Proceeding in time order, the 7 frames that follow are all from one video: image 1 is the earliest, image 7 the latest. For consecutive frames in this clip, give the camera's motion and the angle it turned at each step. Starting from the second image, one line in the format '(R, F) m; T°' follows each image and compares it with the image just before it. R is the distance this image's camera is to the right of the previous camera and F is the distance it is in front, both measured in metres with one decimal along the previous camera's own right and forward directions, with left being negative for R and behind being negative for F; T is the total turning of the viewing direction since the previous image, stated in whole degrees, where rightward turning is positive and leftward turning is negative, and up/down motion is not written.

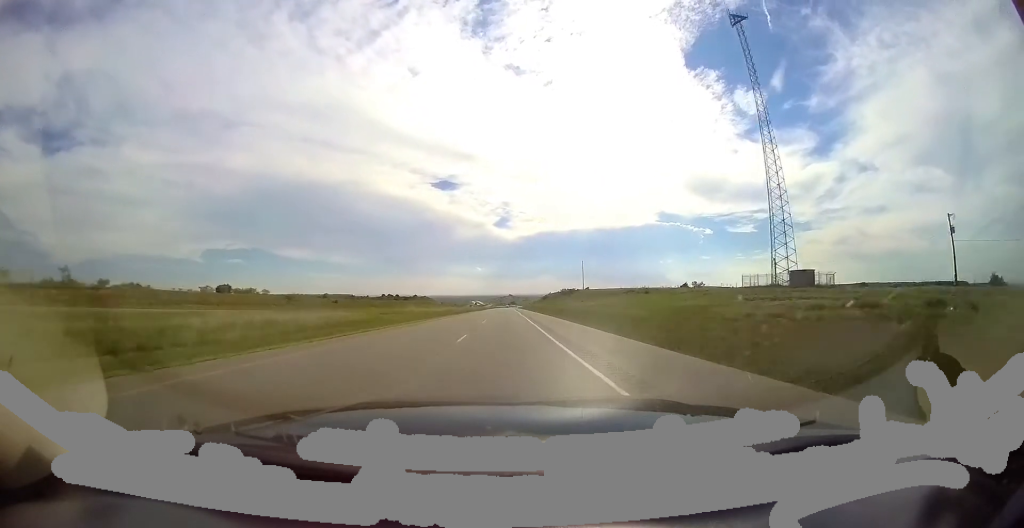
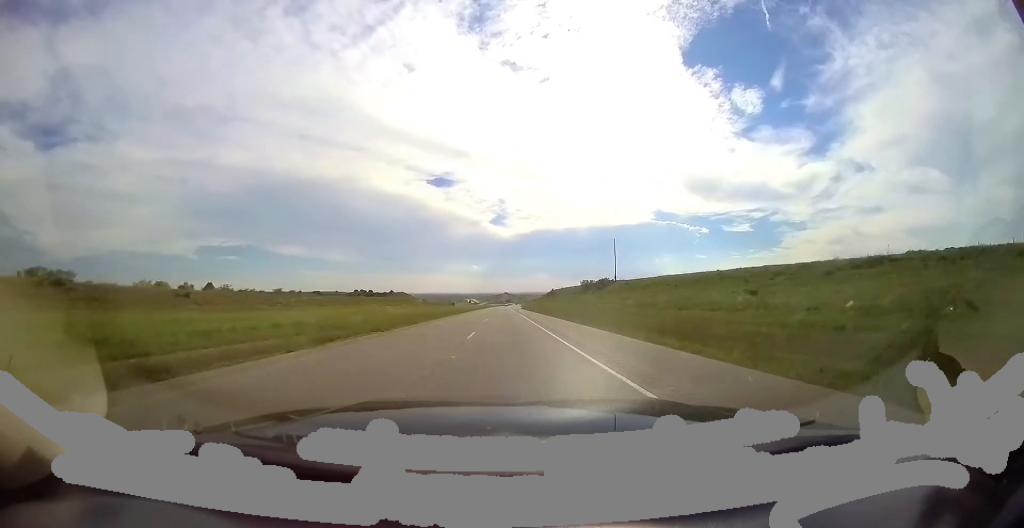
(+0.8, +59.0) m; +1°
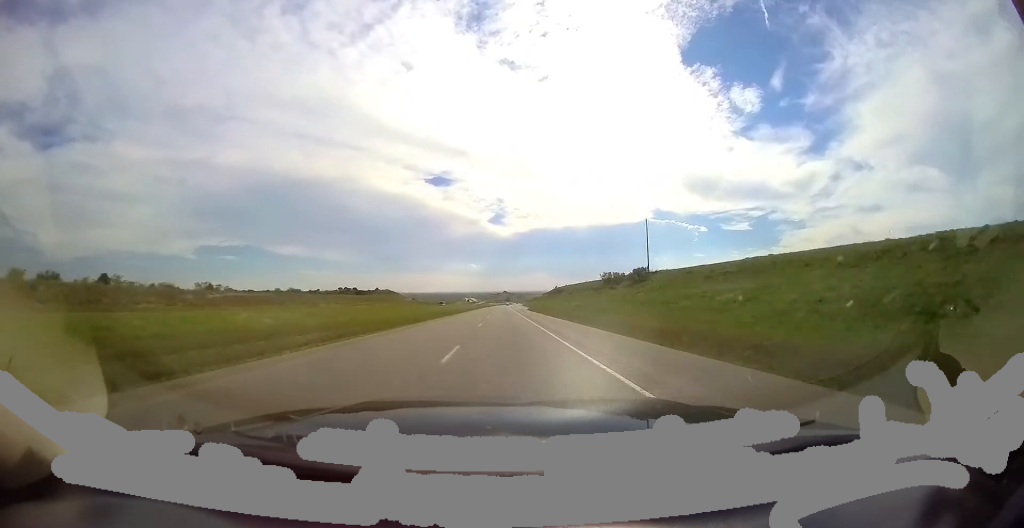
(+0.2, +29.6) m; 0°
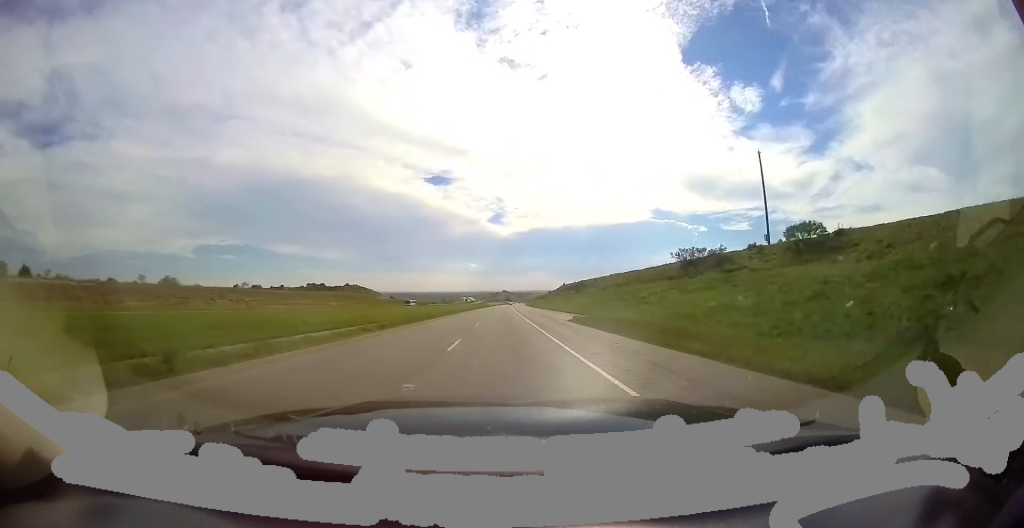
(+0.4, +46.8) m; 0°
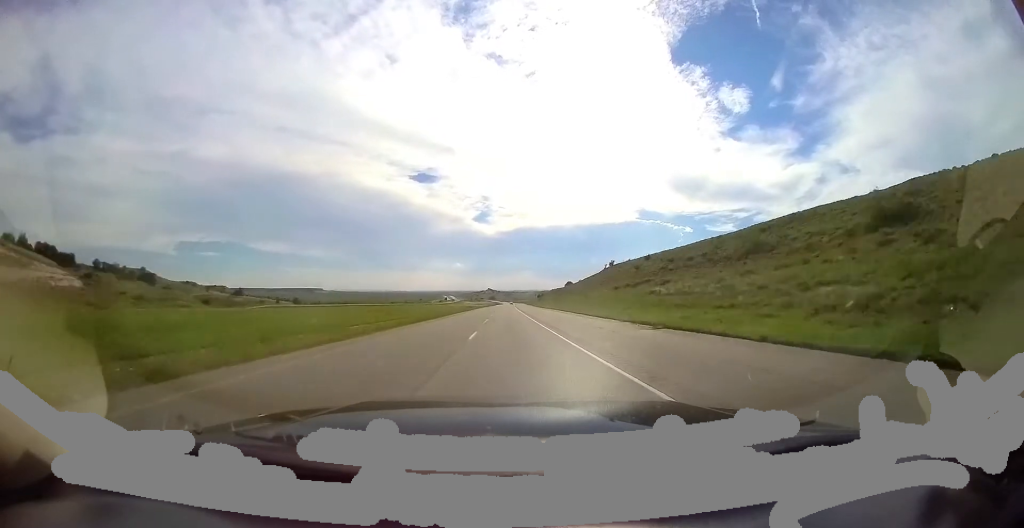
(+2.3, +156.0) m; +2°
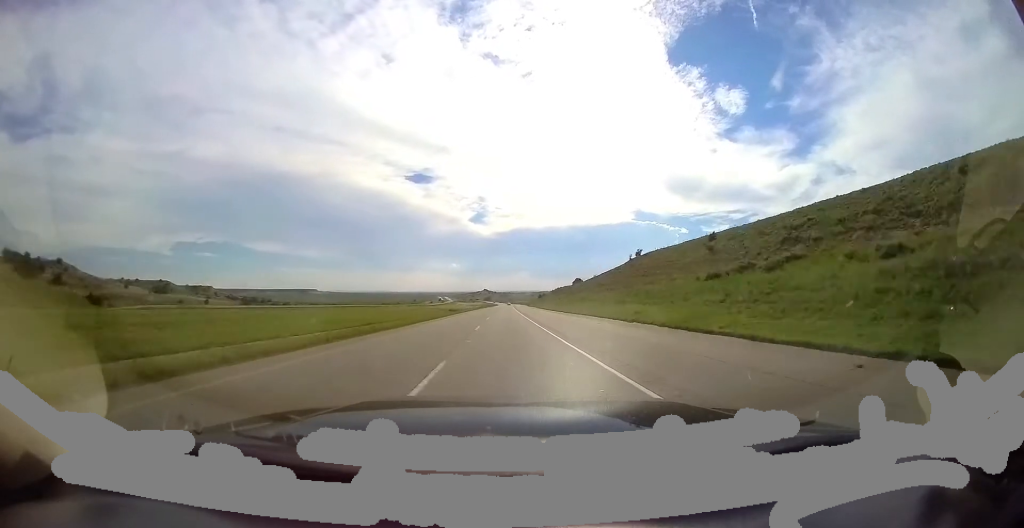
(+0.1, +32.5) m; +1°
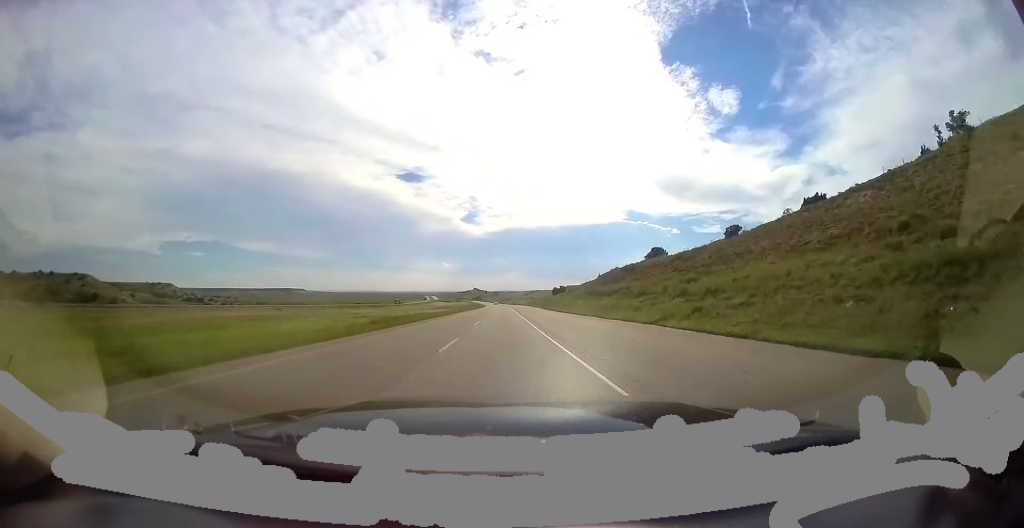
(+1.2, +92.7) m; +1°
